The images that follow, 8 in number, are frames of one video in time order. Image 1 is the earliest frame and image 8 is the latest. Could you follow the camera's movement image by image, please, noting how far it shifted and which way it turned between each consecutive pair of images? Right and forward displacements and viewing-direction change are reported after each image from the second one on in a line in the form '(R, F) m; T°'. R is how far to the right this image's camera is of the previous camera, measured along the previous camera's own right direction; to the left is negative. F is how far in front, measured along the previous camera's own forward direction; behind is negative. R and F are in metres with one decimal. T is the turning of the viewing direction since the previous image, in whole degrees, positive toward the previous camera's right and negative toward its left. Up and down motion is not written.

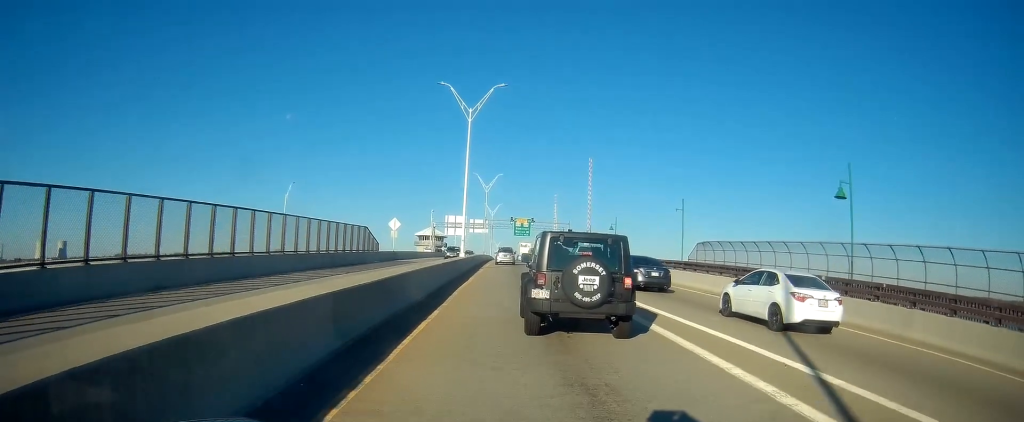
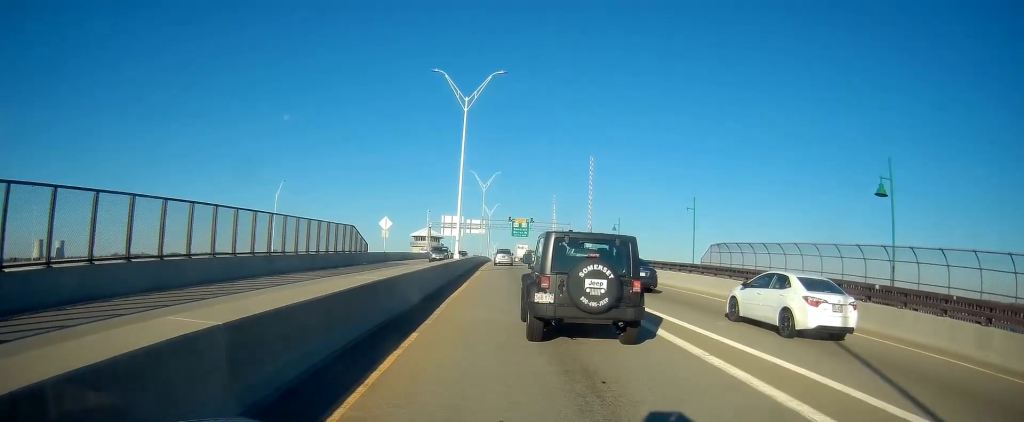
(-0.1, +3.5) m; -1°
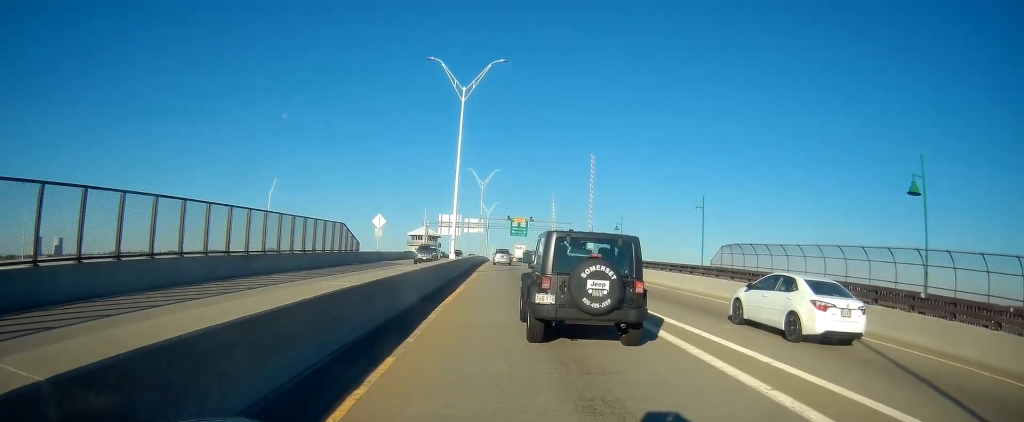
(0.0, +2.4) m; 0°
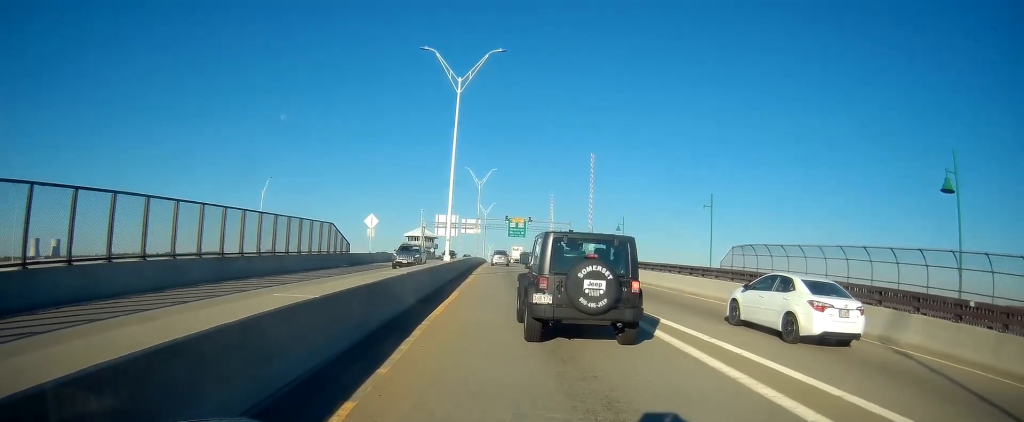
(0.0, +2.3) m; +1°
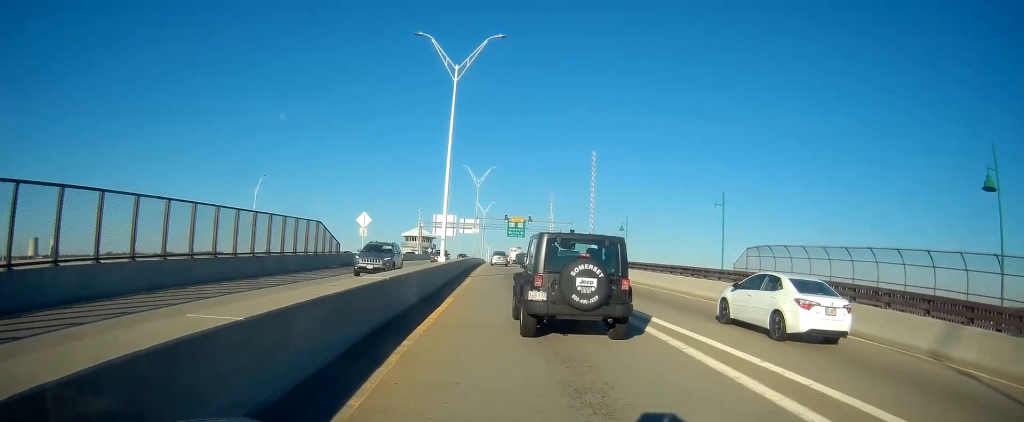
(0.0, +2.6) m; +1°
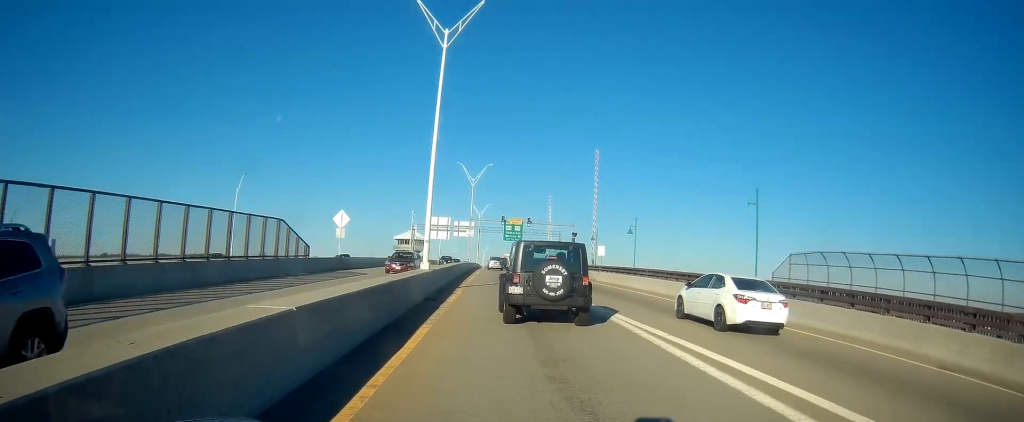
(+0.1, +6.1) m; 0°
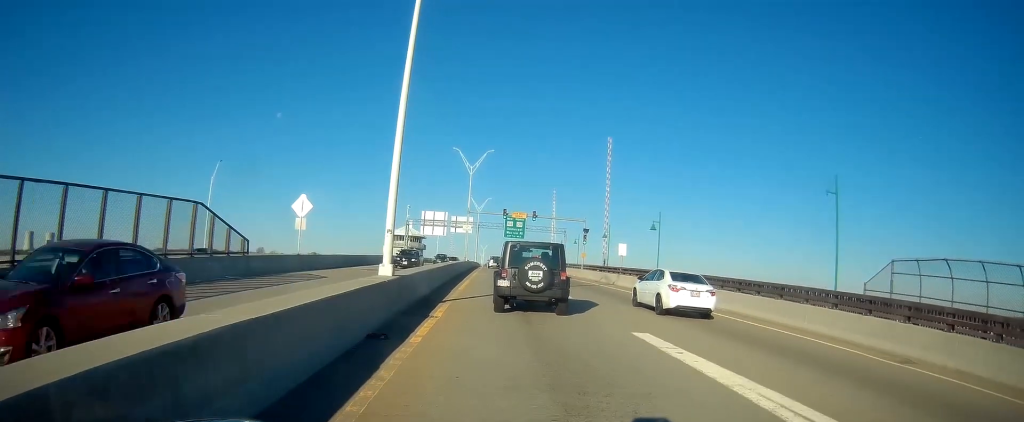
(0.0, +8.7) m; 0°
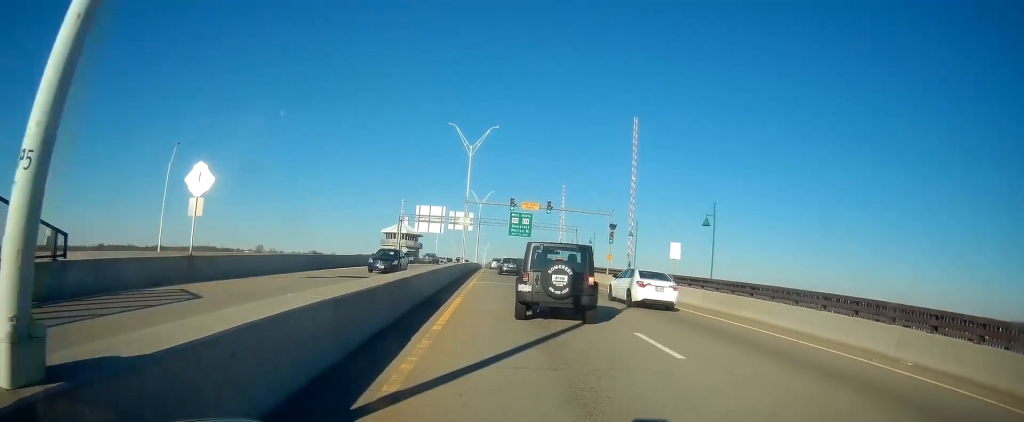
(-0.6, +12.5) m; -3°
